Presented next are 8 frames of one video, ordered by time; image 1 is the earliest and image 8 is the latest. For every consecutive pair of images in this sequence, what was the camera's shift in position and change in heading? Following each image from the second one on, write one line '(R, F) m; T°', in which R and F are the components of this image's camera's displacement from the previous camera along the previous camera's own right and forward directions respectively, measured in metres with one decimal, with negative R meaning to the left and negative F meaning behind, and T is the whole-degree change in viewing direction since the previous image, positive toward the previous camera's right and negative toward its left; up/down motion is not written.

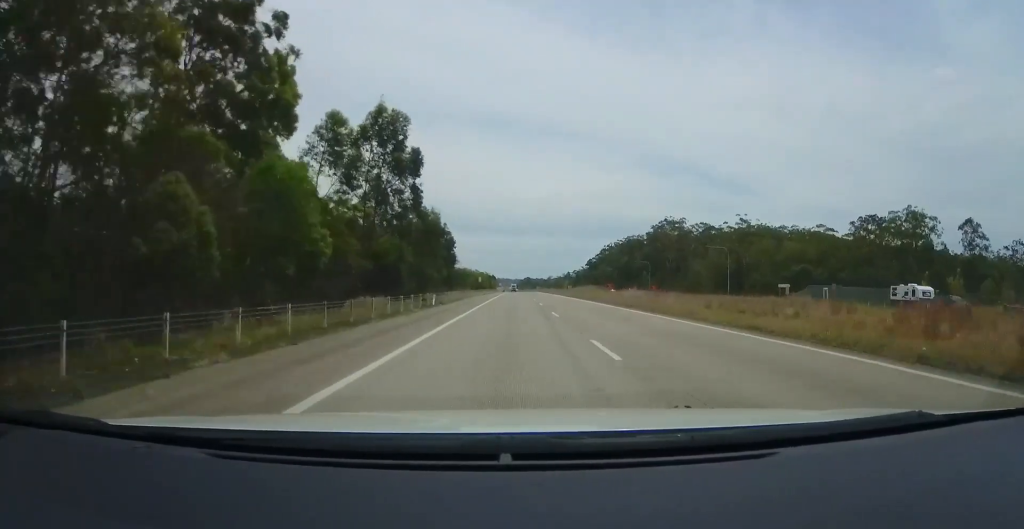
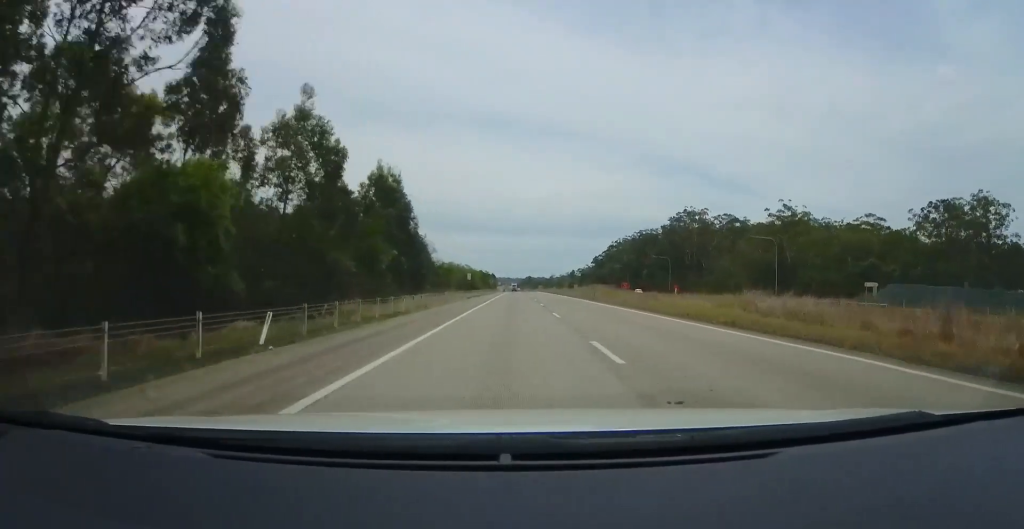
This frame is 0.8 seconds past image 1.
(0.0, +25.0) m; 0°
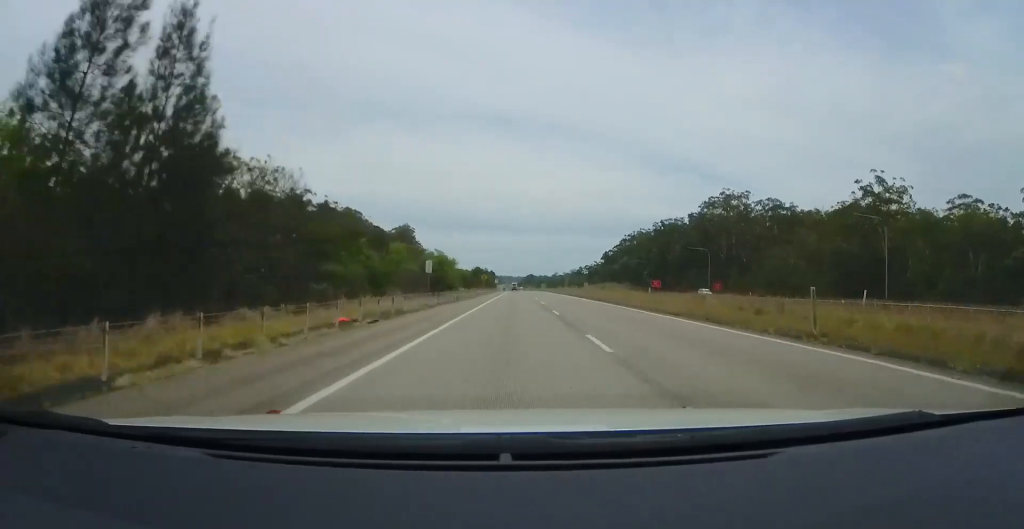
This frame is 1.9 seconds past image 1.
(-0.4, +34.8) m; 0°
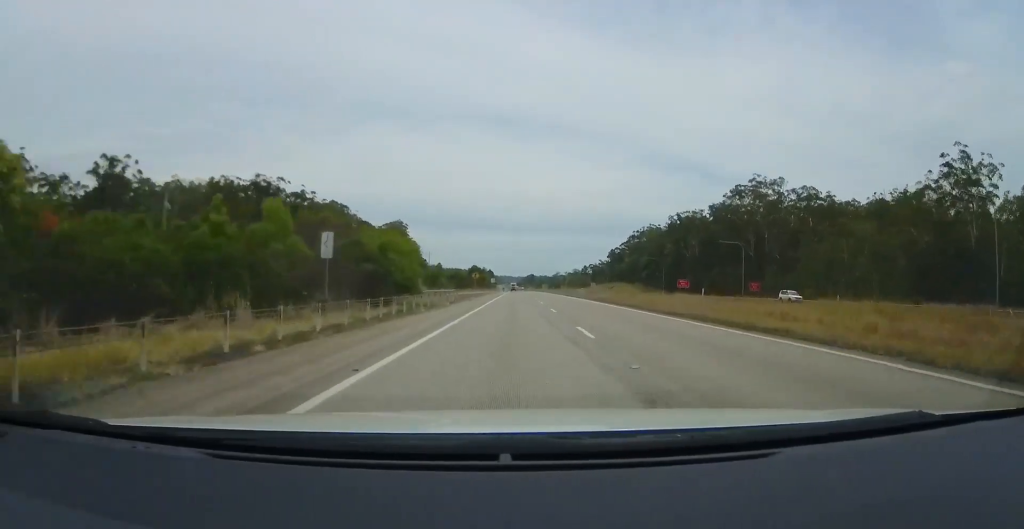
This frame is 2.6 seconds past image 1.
(+0.2, +22.3) m; 0°
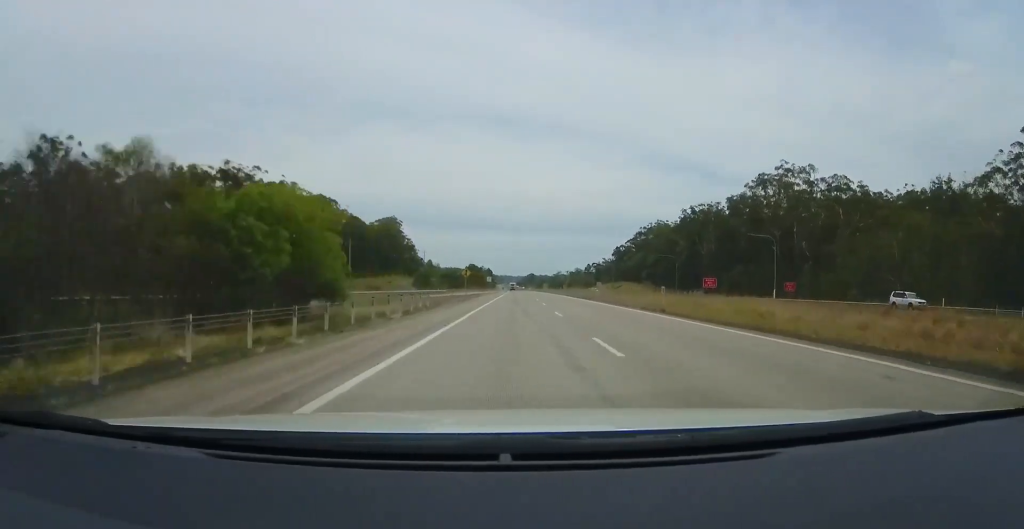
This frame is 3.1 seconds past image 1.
(+0.5, +14.8) m; 0°
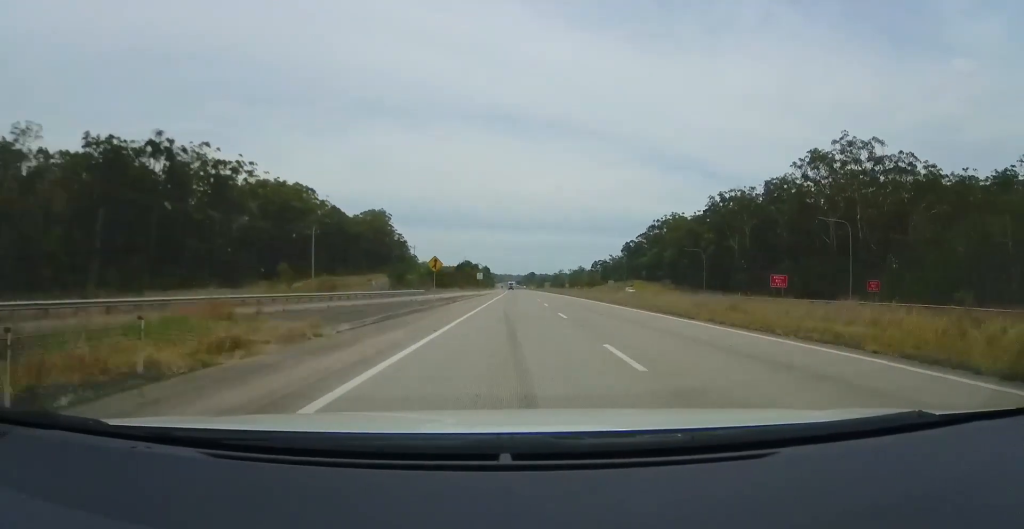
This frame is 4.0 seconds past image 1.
(-0.7, +25.9) m; -1°
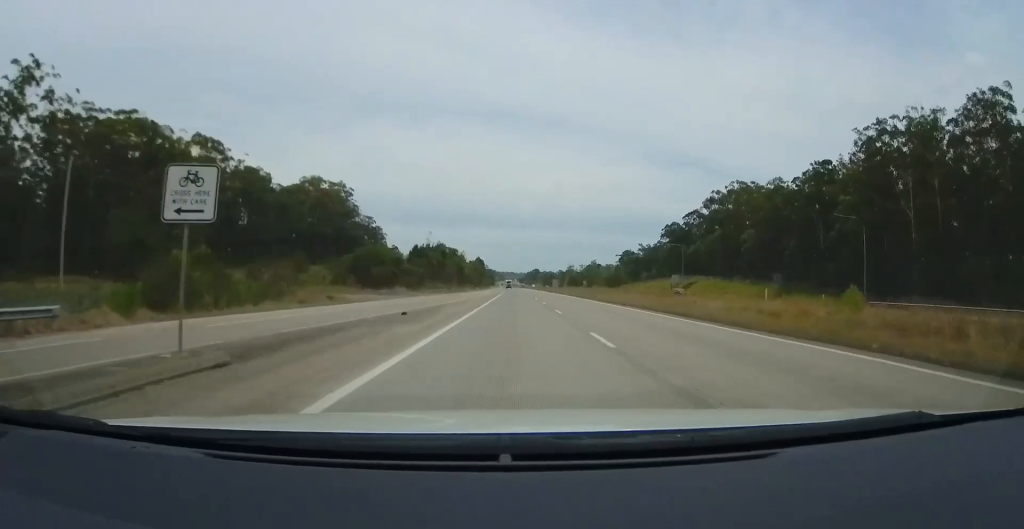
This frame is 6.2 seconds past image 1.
(+0.9, +69.8) m; +1°
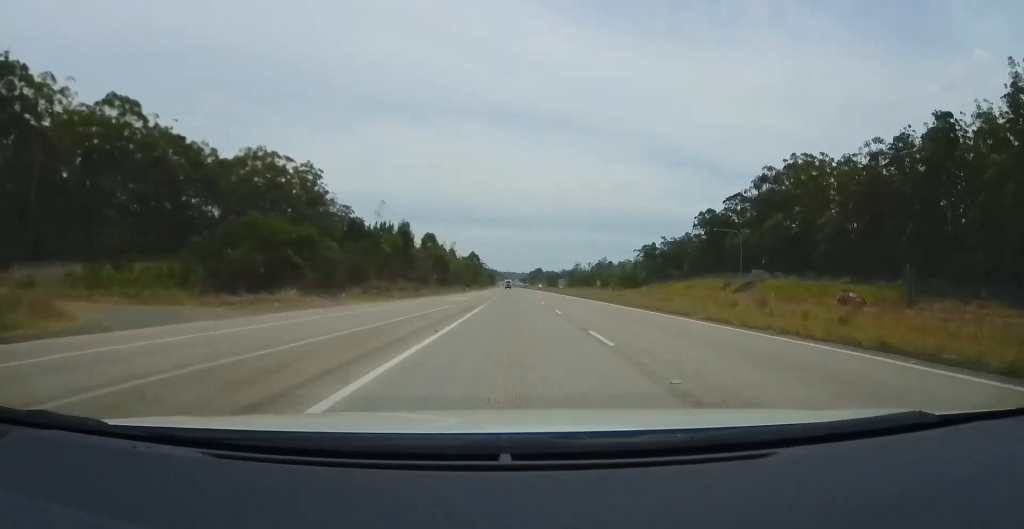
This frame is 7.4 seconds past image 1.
(-0.2, +35.5) m; -1°
